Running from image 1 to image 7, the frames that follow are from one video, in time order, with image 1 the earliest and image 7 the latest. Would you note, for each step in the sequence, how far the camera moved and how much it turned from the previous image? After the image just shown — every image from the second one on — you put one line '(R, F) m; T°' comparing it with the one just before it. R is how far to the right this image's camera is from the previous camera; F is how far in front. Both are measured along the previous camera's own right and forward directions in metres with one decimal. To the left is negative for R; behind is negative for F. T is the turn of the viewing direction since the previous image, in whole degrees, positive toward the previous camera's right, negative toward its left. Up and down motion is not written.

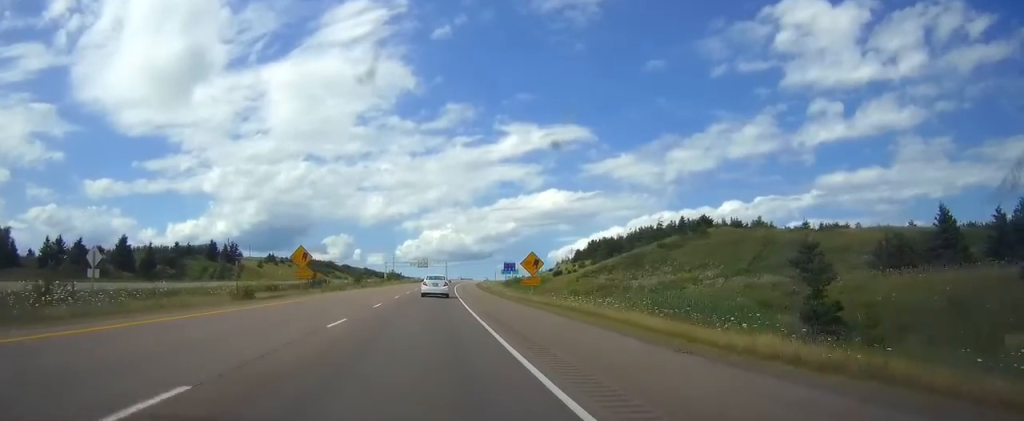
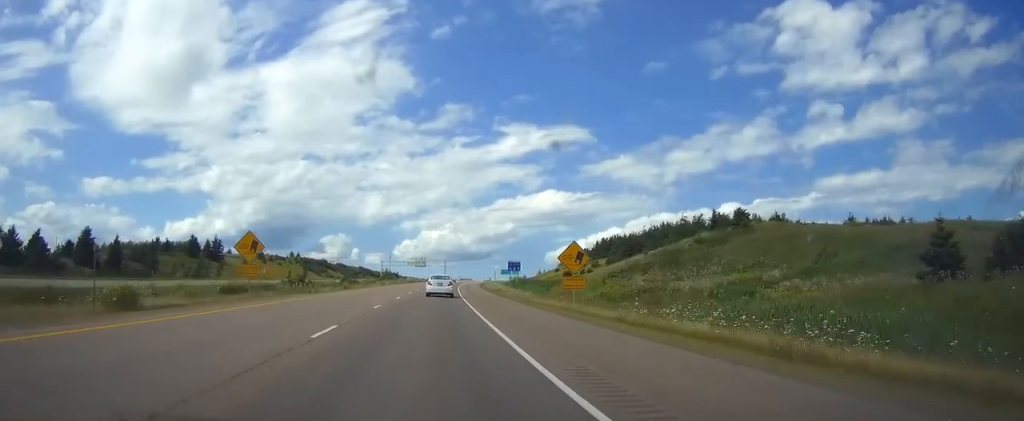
(0.0, +14.1) m; 0°
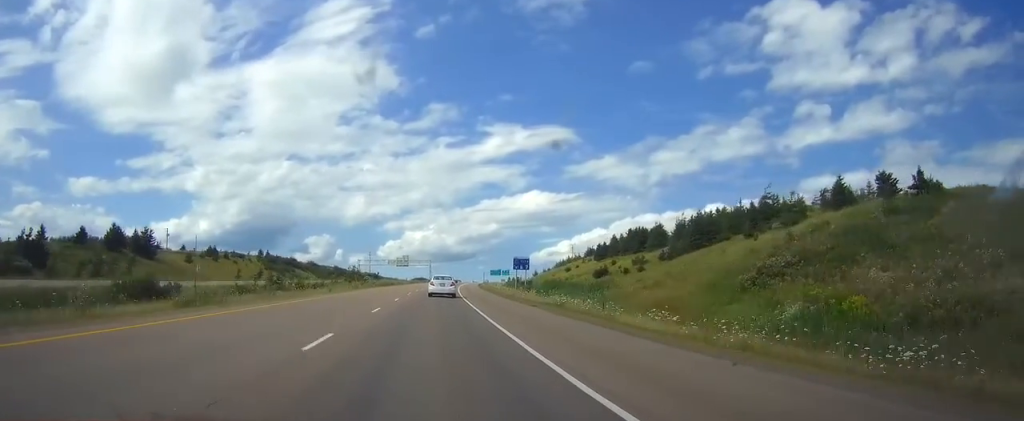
(+0.2, +37.6) m; +1°
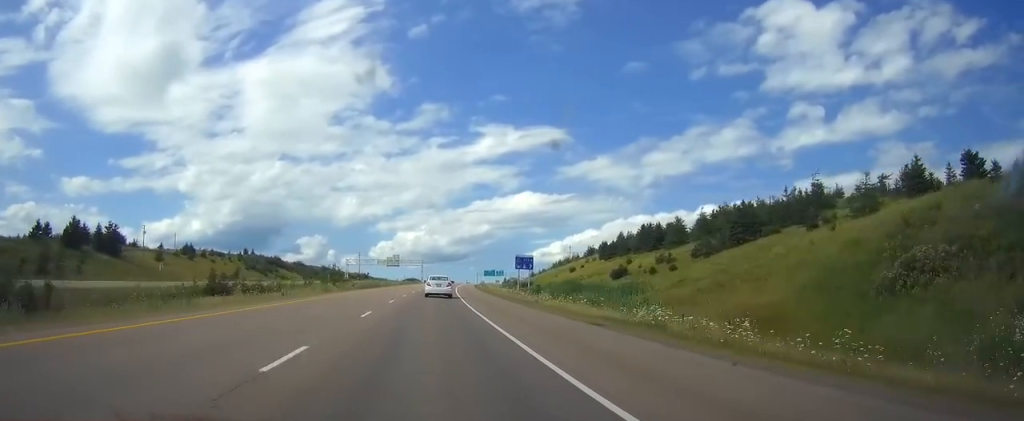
(+0.1, +14.2) m; +1°
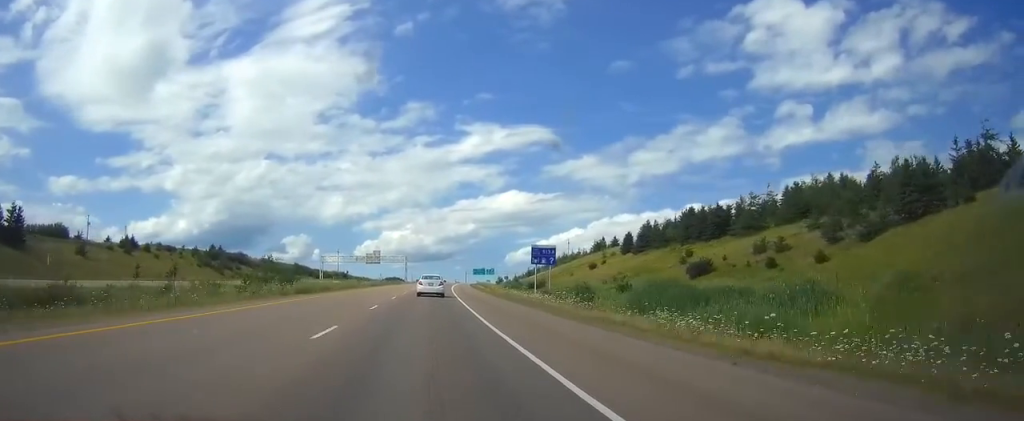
(+0.3, +31.4) m; +1°
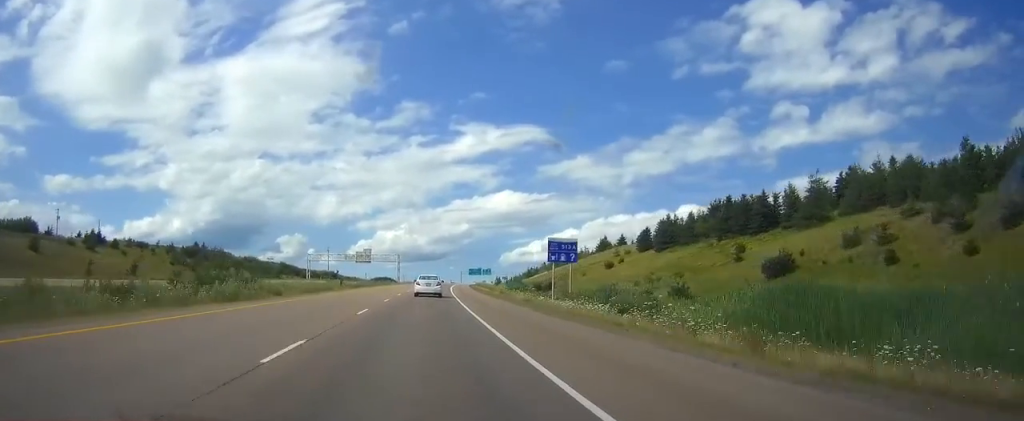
(0.0, +15.2) m; +1°
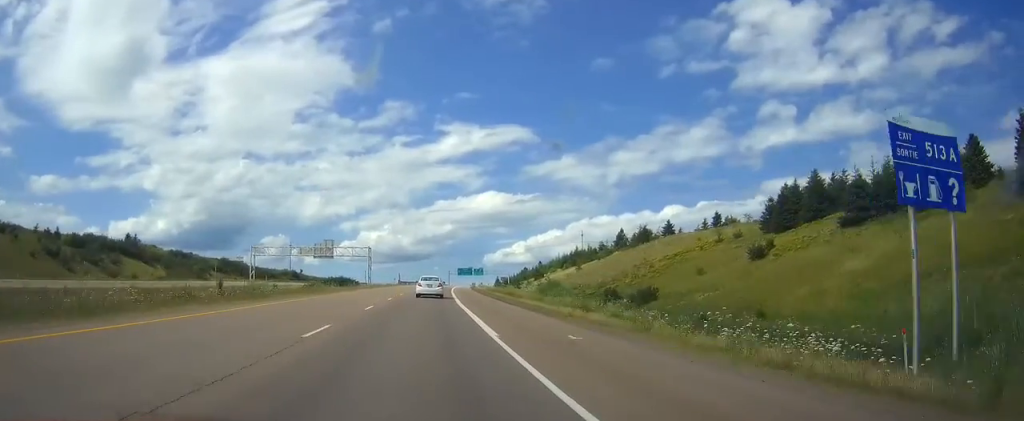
(+0.7, +55.4) m; +1°
